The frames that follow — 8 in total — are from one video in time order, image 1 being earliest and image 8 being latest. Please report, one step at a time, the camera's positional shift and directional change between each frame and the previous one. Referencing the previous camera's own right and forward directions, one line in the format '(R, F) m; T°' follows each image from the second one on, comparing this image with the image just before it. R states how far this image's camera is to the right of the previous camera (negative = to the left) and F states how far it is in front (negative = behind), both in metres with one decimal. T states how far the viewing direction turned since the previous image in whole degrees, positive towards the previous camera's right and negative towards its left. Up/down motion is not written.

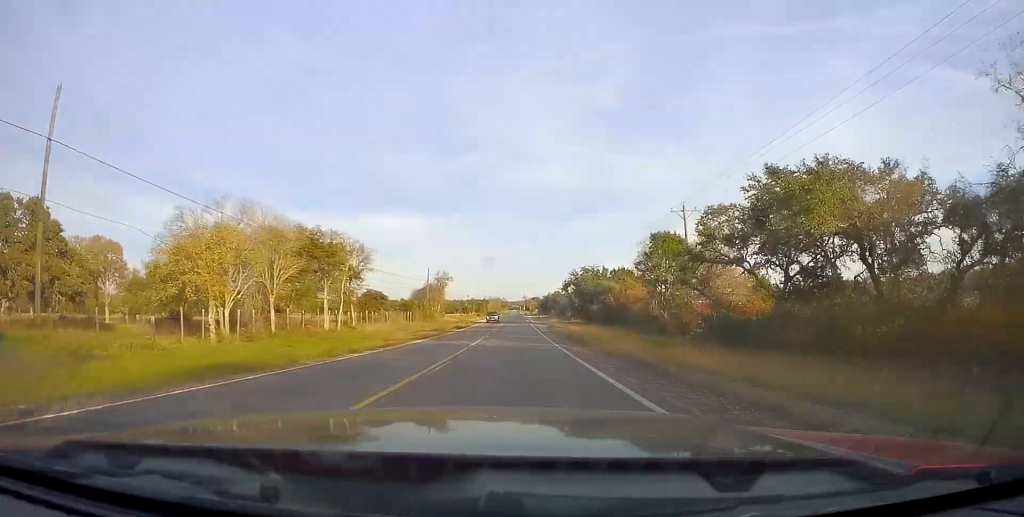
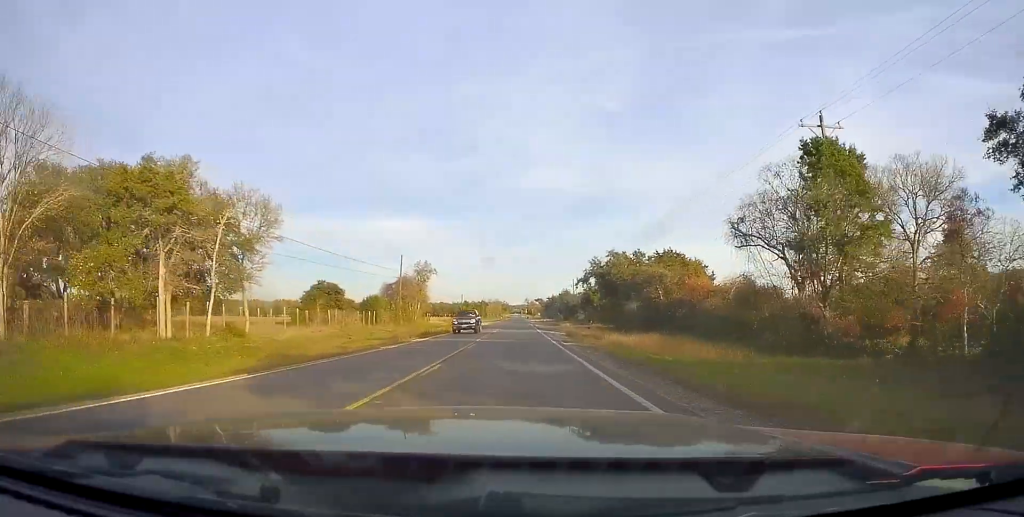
(+0.2, +24.5) m; +1°
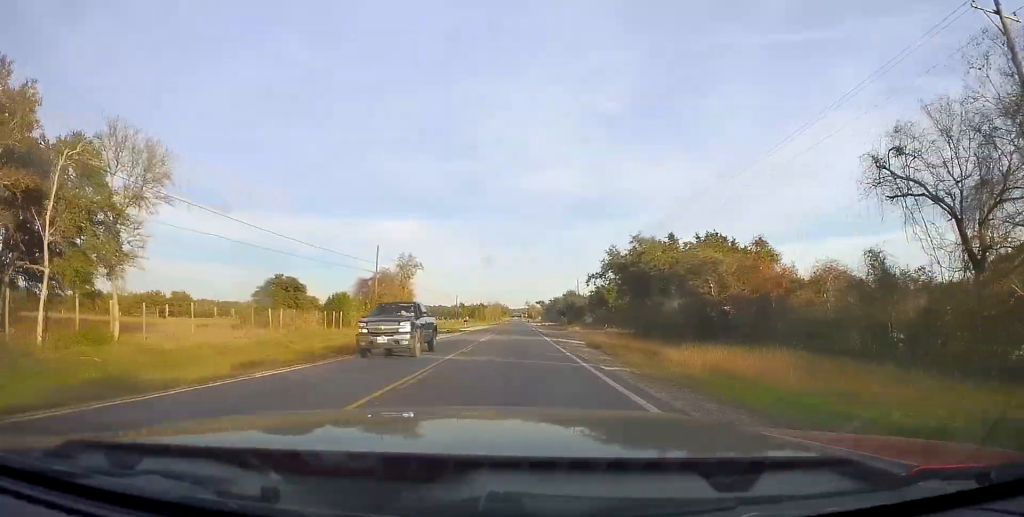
(+0.1, +13.2) m; 0°
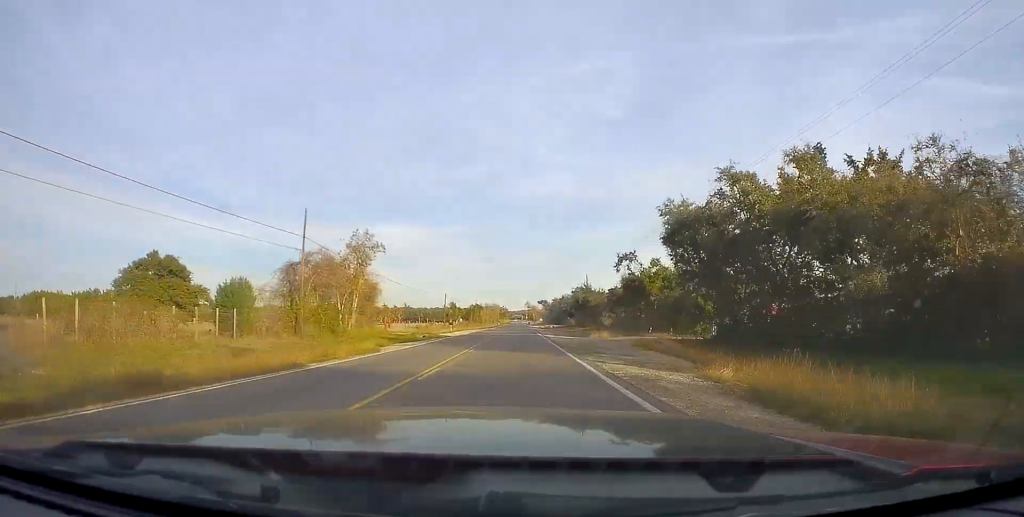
(0.0, +22.0) m; -1°
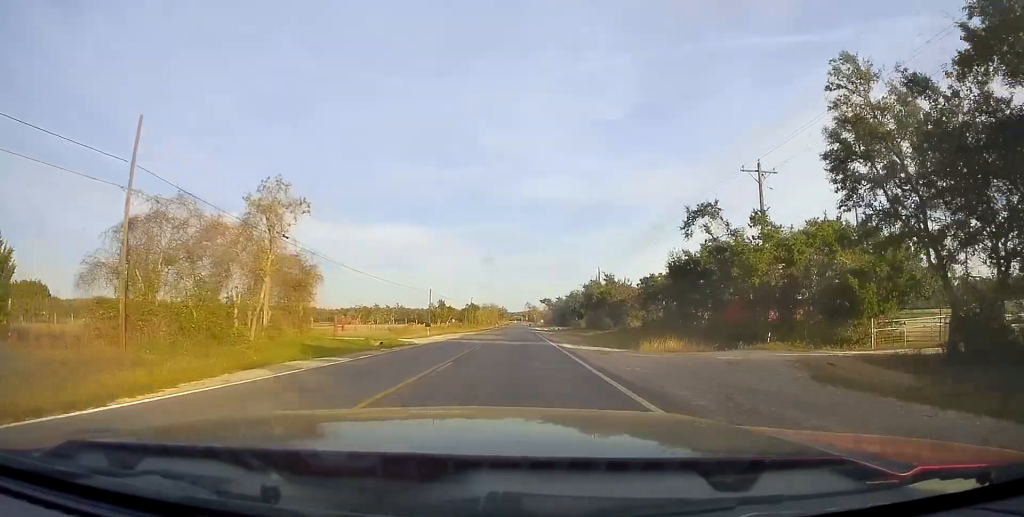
(-0.4, +20.7) m; 0°
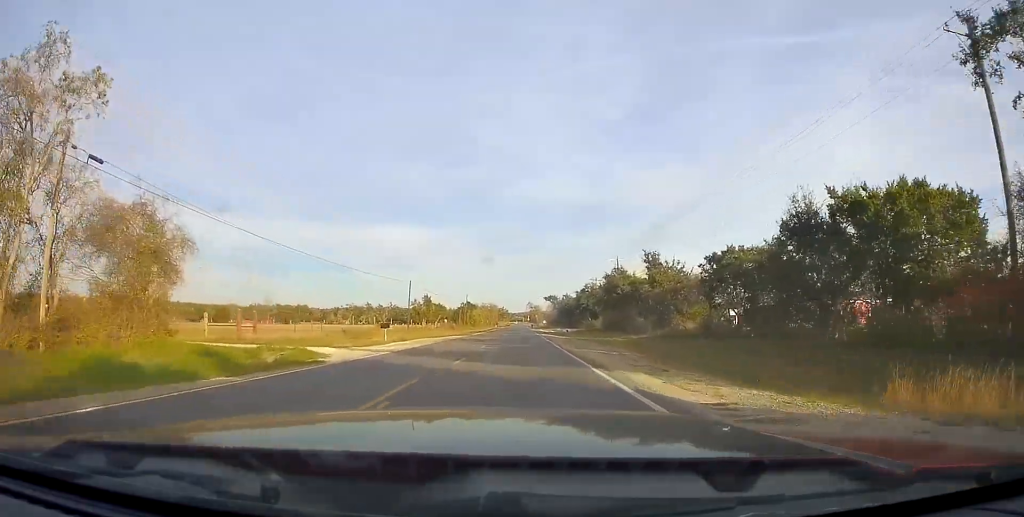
(+0.1, +20.3) m; 0°
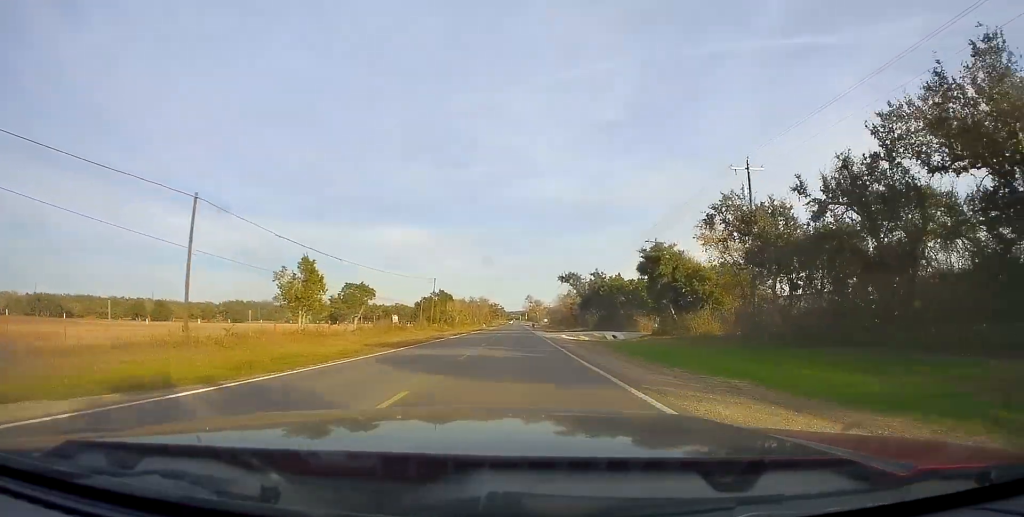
(+0.1, +56.0) m; +1°
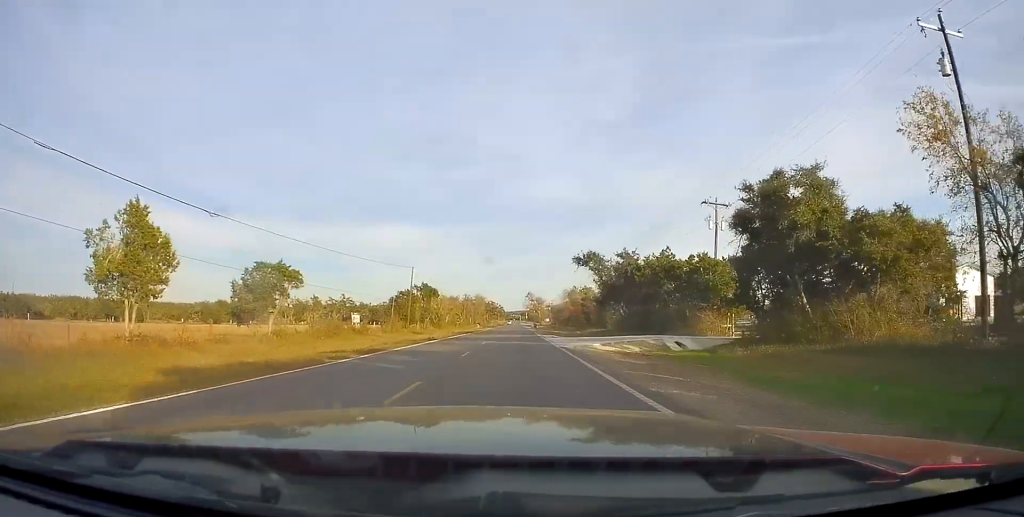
(+0.2, +21.6) m; 0°
